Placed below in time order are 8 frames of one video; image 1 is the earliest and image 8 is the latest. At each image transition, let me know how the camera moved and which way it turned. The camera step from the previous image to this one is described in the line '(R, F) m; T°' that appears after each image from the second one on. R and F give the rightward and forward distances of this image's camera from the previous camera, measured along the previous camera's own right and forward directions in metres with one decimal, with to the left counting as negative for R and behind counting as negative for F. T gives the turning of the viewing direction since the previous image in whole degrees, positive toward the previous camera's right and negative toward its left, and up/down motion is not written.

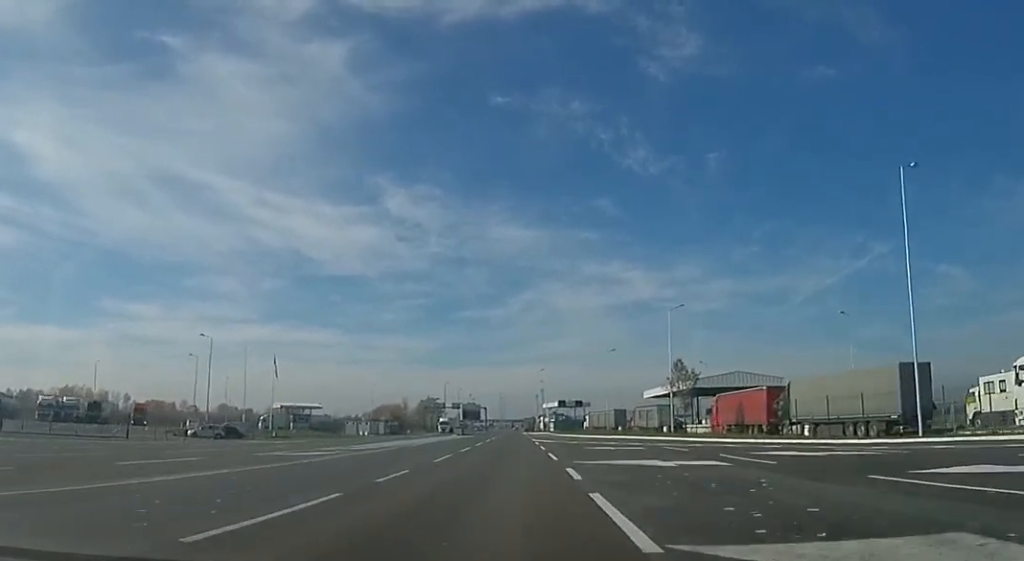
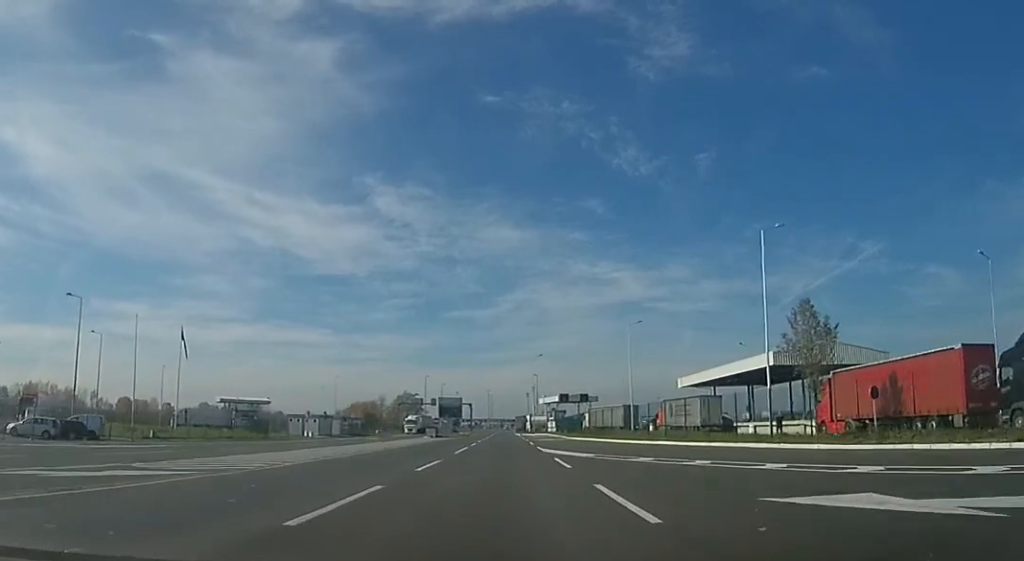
(0.0, +26.5) m; 0°
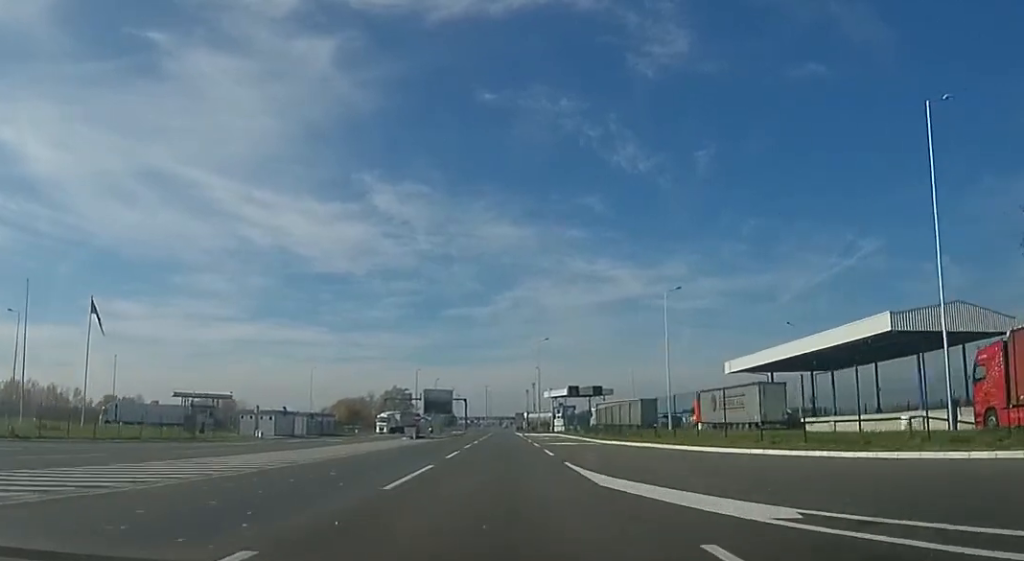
(0.0, +17.7) m; 0°
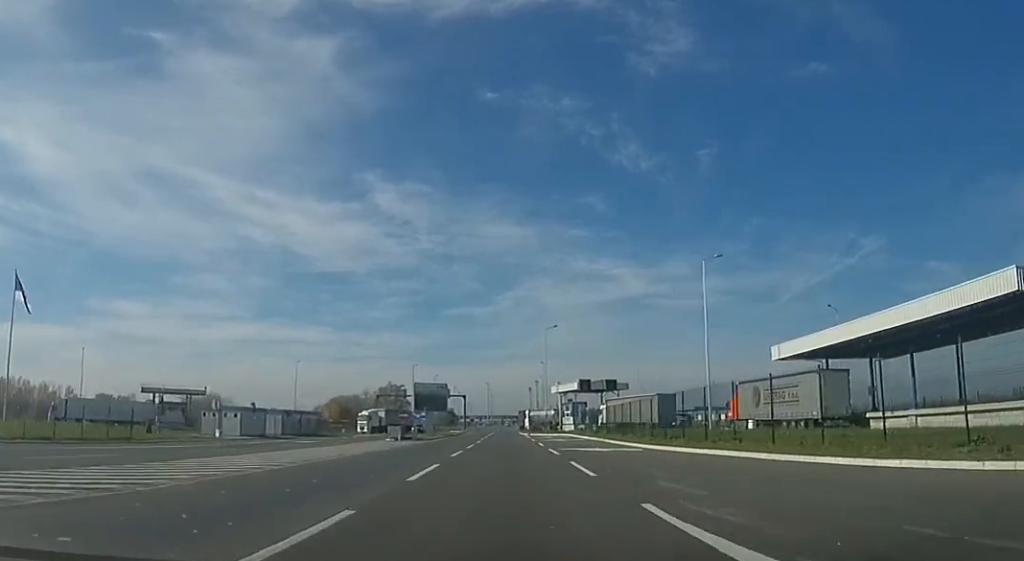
(0.0, +11.1) m; 0°
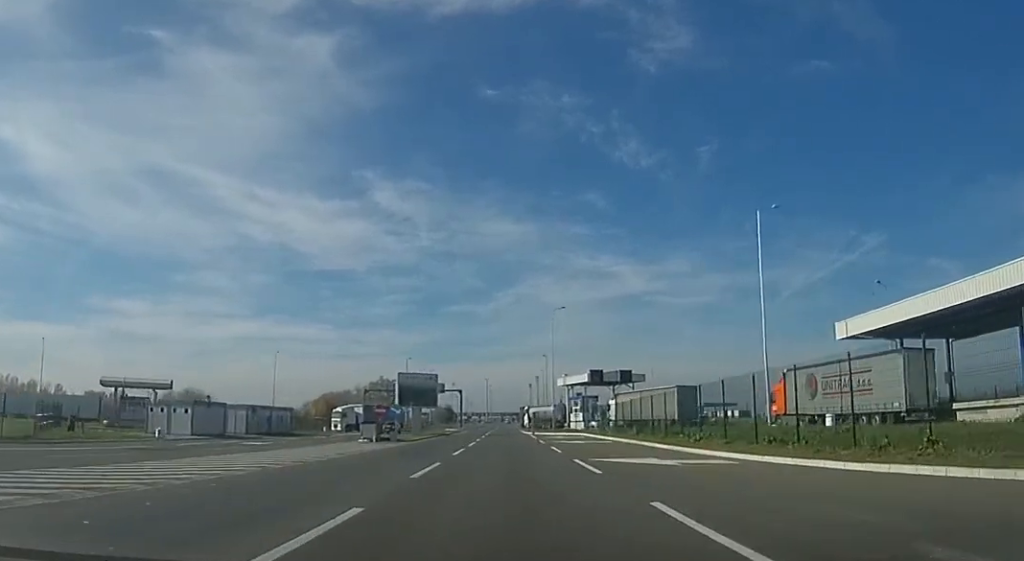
(0.0, +11.2) m; 0°
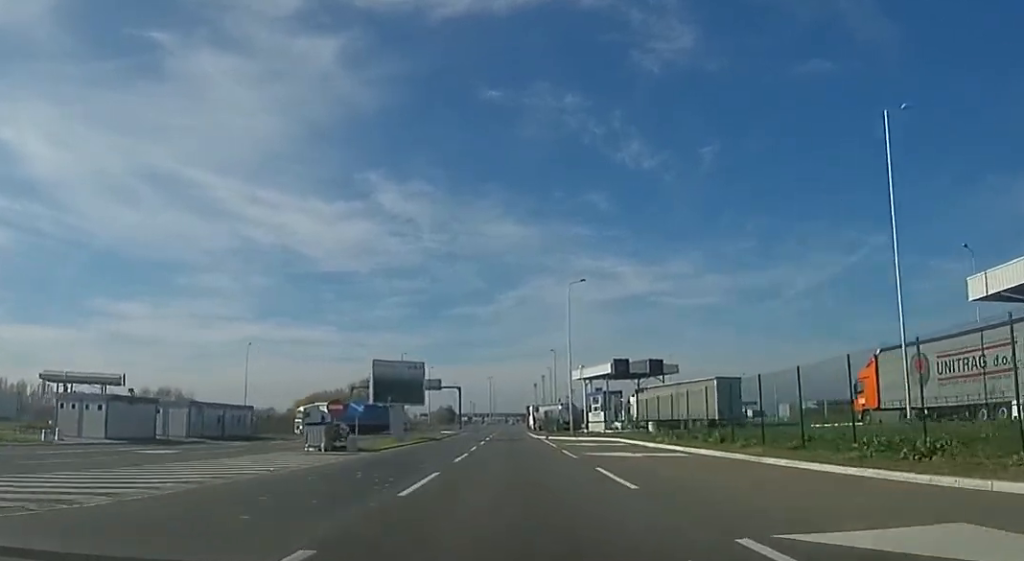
(0.0, +14.0) m; +1°
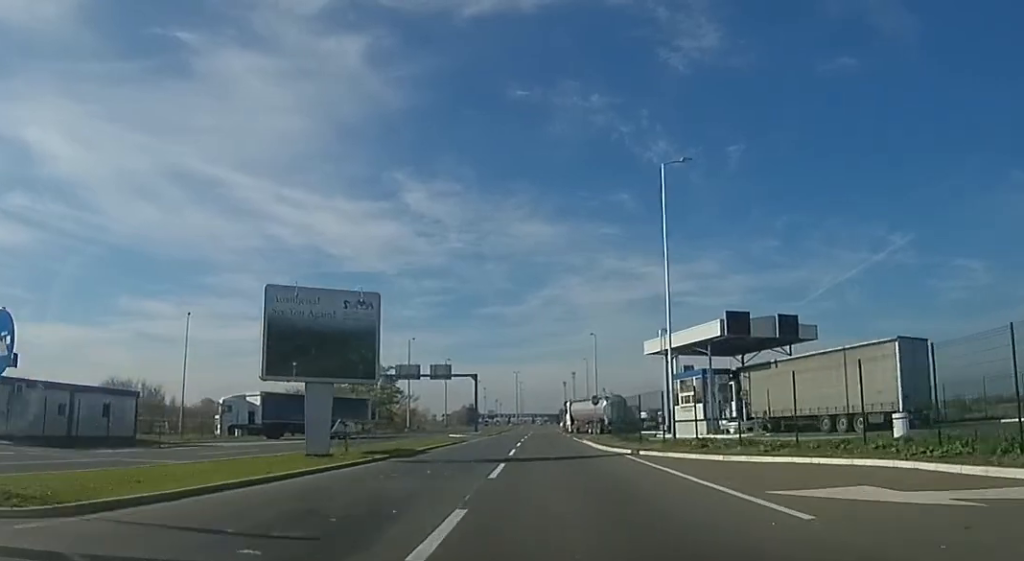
(+0.4, +25.5) m; -2°
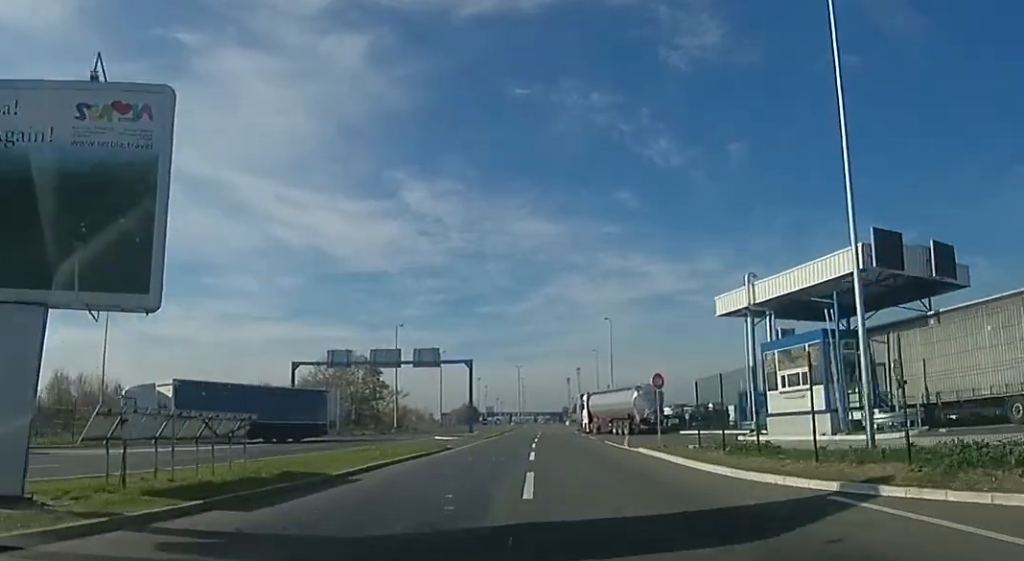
(-0.8, +14.5) m; -2°
